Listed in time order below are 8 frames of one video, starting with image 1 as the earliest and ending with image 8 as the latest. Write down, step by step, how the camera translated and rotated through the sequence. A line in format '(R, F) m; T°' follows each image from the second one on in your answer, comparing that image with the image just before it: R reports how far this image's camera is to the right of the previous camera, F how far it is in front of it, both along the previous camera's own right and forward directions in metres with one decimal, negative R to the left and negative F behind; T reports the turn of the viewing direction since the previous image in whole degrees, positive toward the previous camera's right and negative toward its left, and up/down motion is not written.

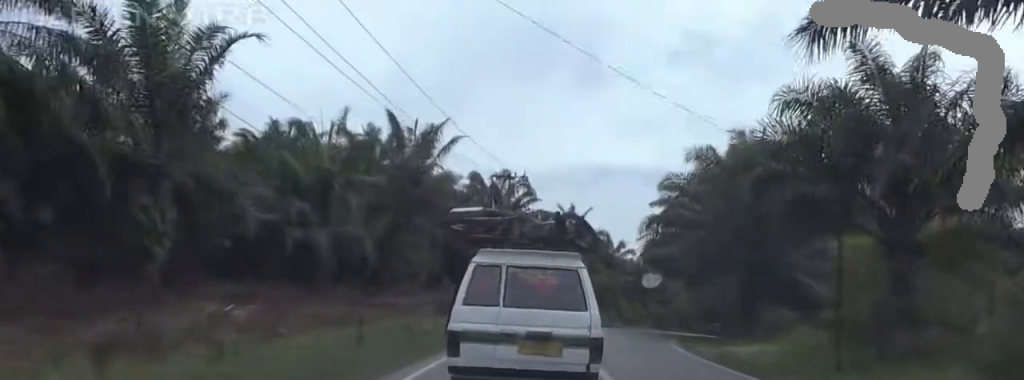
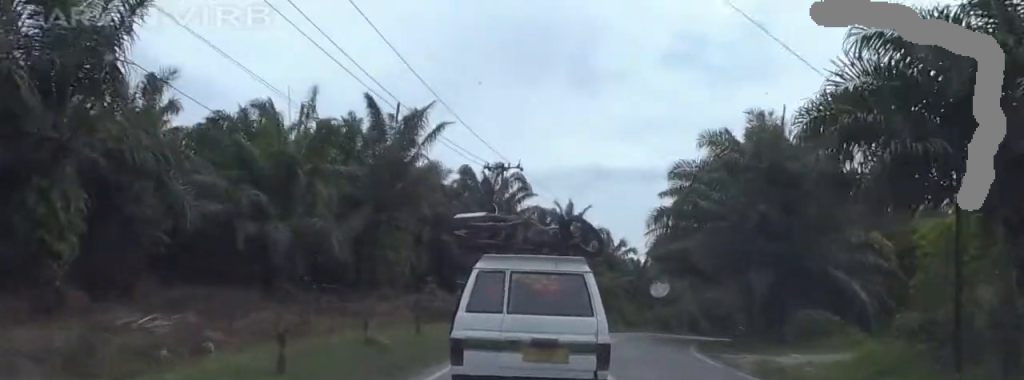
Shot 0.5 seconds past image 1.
(-0.1, +6.5) m; +1°
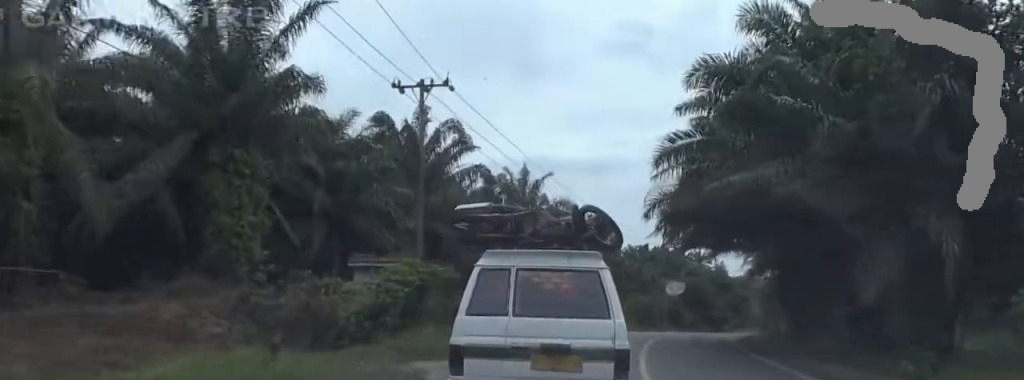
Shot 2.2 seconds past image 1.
(+2.0, +23.7) m; +5°
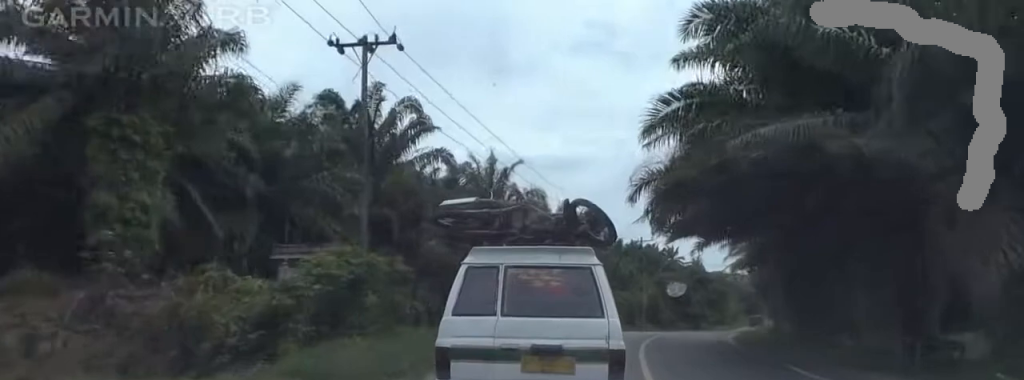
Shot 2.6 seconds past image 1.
(0.0, +6.3) m; 0°
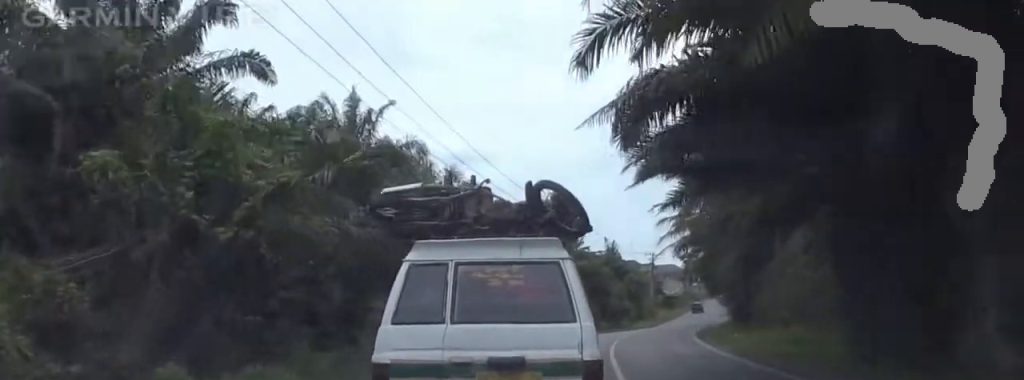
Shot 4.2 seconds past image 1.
(0.0, +19.6) m; 0°
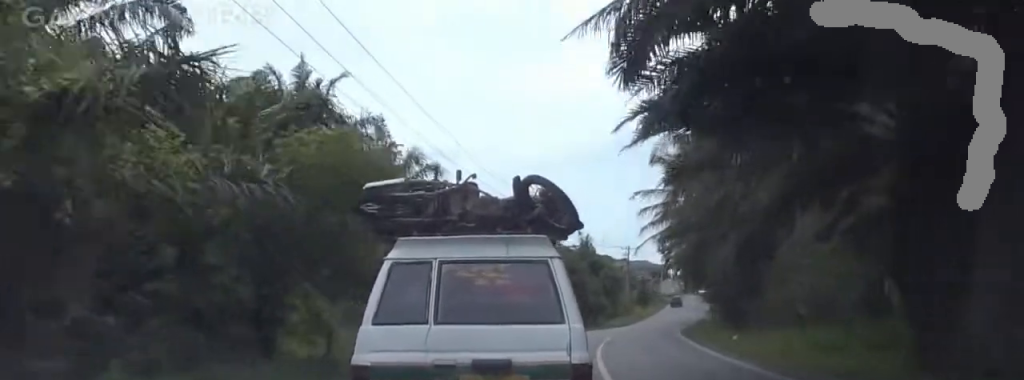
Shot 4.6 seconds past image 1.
(0.0, +5.5) m; +3°
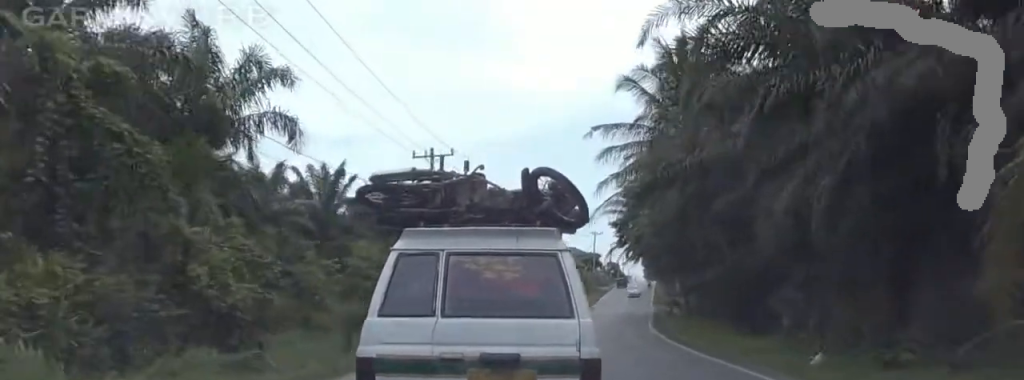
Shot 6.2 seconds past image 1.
(+2.0, +19.8) m; +11°
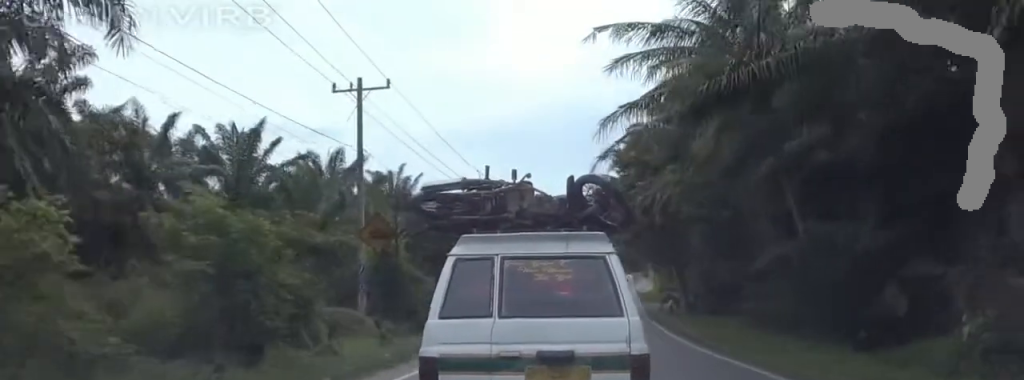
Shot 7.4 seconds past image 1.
(+0.1, +14.8) m; 0°
